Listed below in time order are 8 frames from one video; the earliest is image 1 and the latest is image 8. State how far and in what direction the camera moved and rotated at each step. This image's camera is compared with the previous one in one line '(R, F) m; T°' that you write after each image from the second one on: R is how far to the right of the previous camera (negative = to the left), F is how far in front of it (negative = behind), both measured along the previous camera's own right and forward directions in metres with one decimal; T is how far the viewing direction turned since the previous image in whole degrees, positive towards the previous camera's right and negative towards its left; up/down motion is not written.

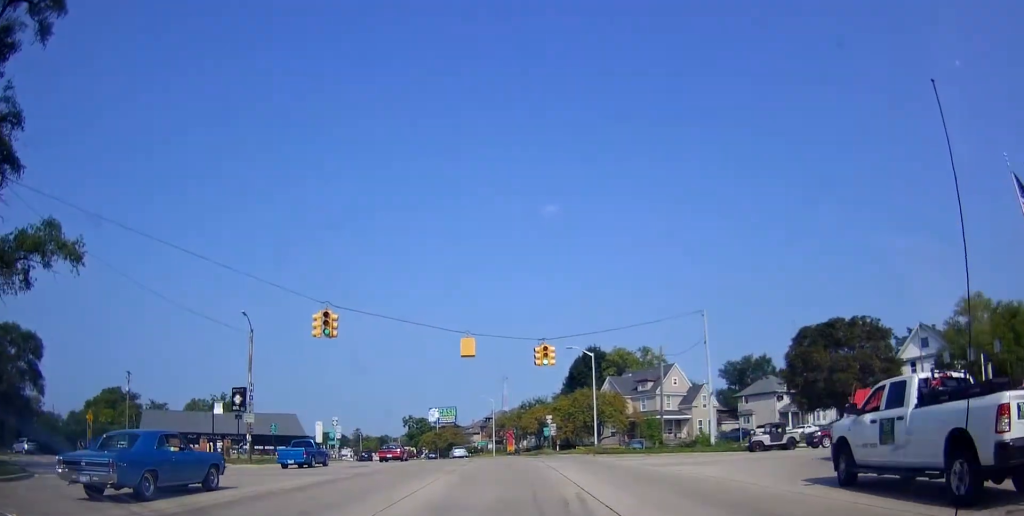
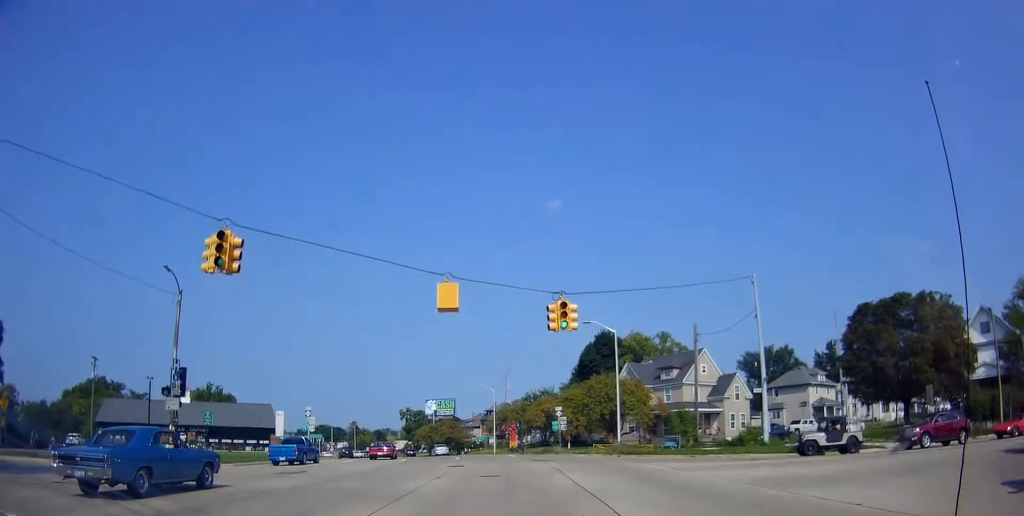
(-0.2, +10.0) m; -1°
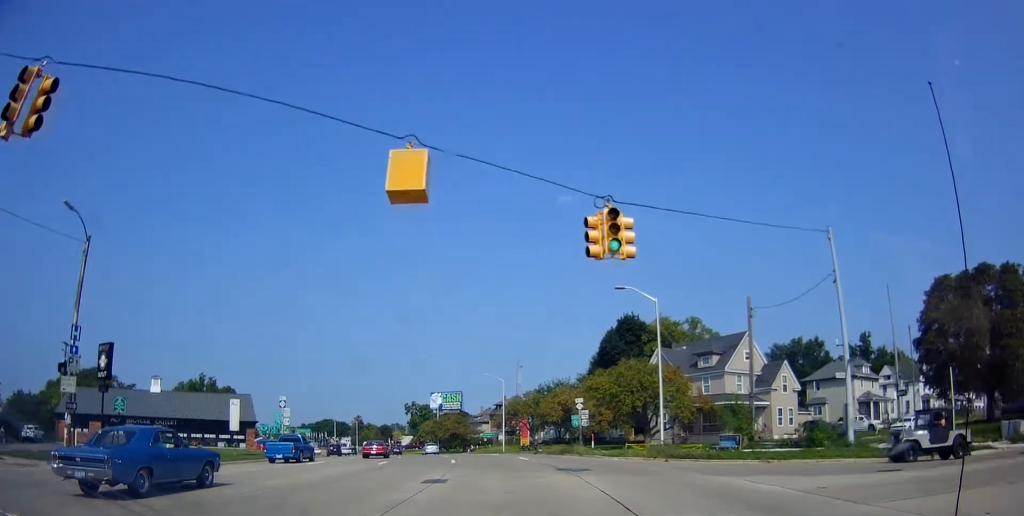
(0.0, +9.2) m; 0°
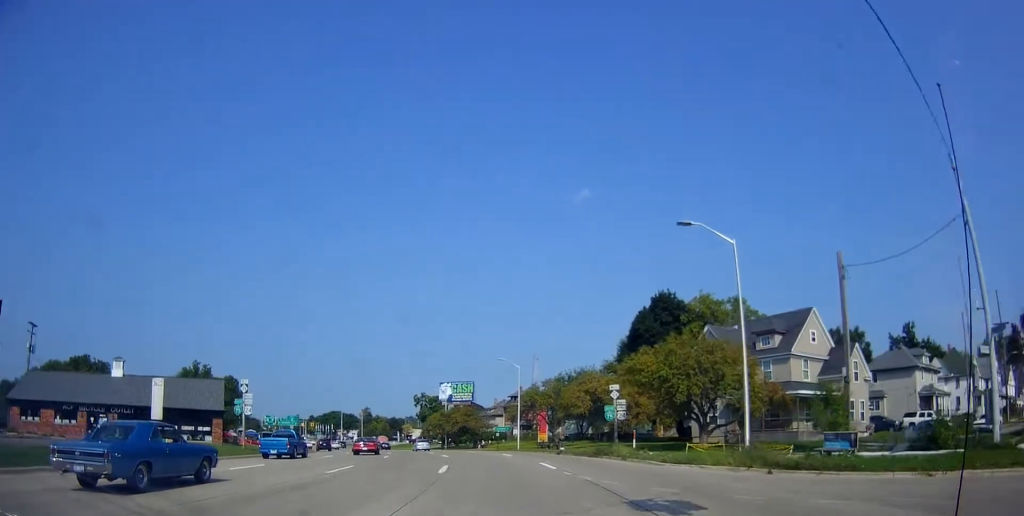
(0.0, +10.0) m; 0°
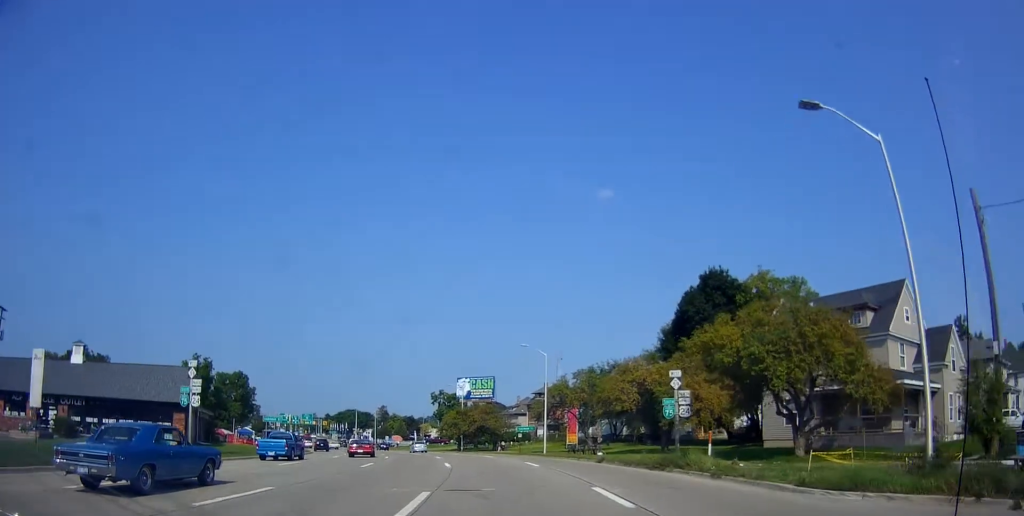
(0.0, +9.7) m; -3°
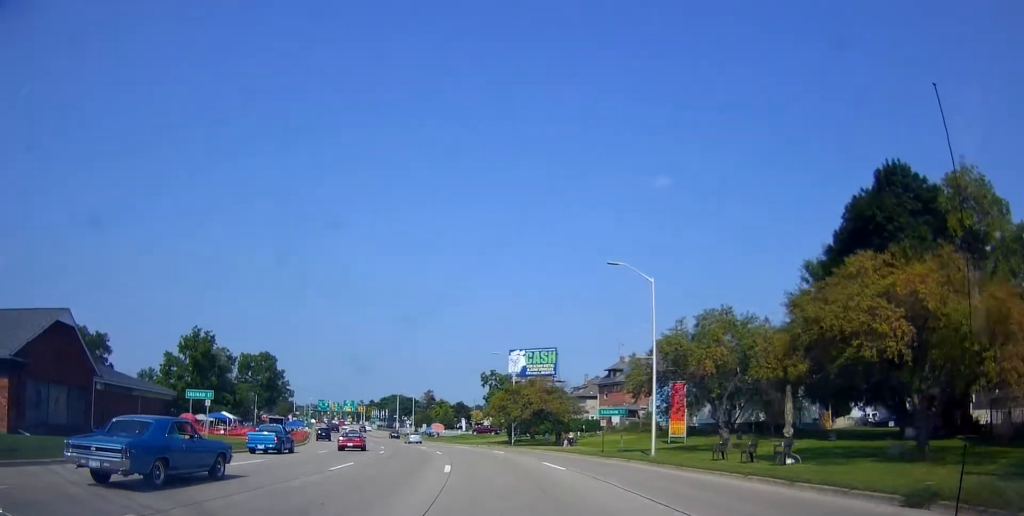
(-2.0, +22.3) m; -9°
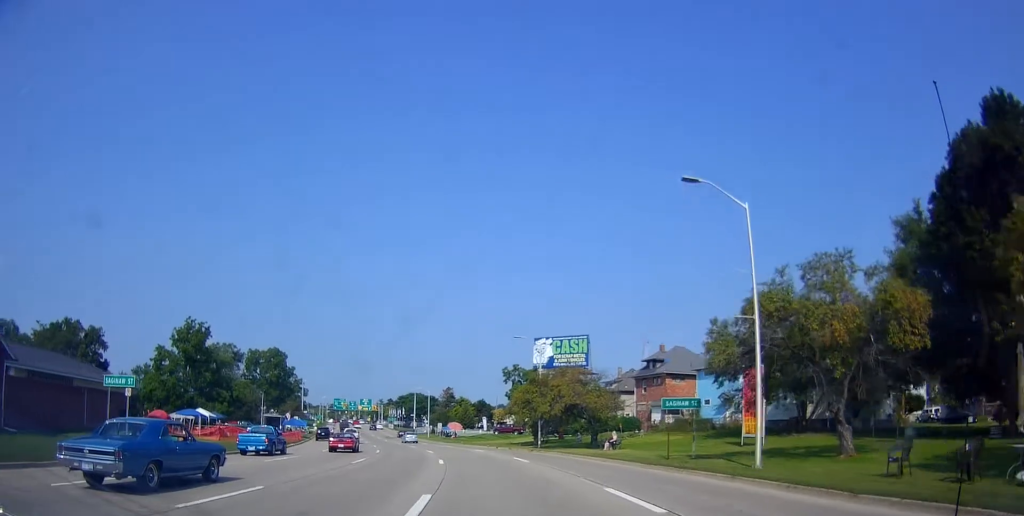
(-0.2, +10.2) m; -2°
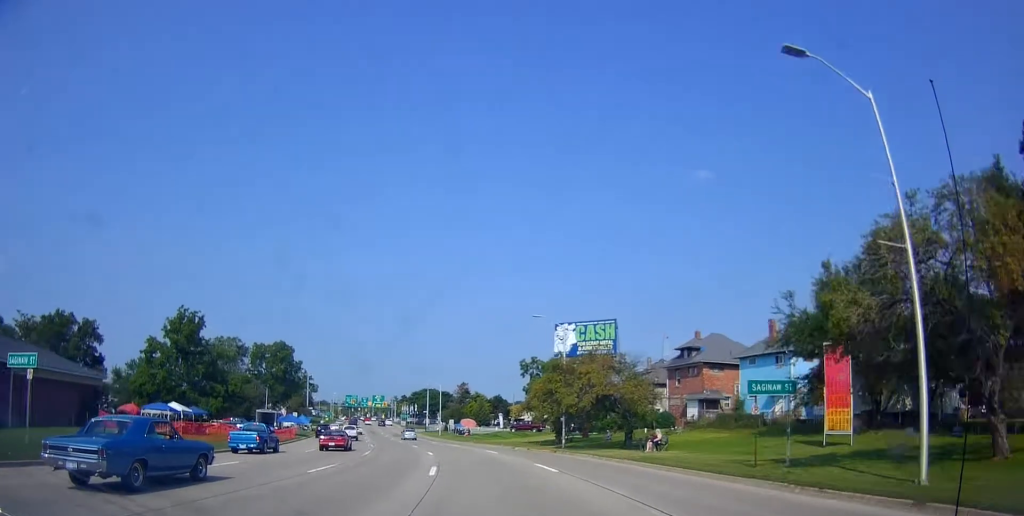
(+0.1, +7.7) m; -2°
